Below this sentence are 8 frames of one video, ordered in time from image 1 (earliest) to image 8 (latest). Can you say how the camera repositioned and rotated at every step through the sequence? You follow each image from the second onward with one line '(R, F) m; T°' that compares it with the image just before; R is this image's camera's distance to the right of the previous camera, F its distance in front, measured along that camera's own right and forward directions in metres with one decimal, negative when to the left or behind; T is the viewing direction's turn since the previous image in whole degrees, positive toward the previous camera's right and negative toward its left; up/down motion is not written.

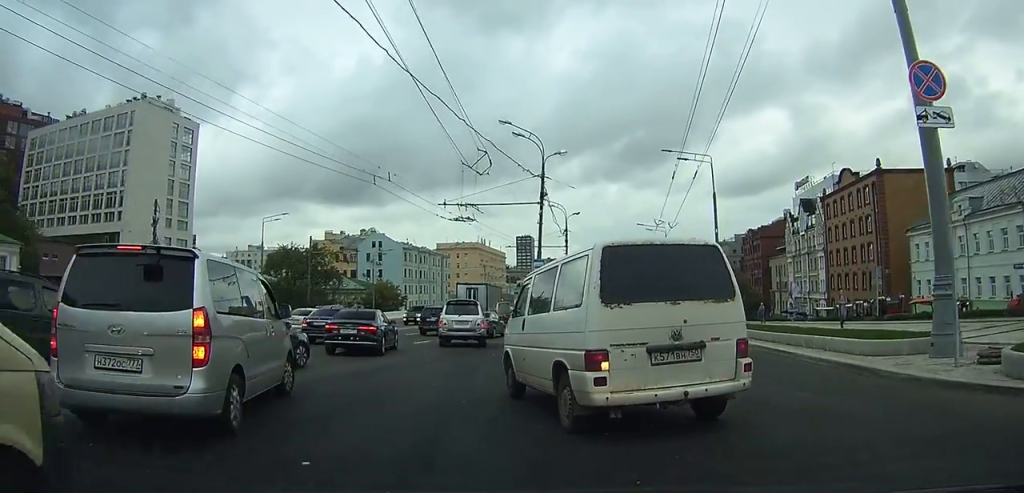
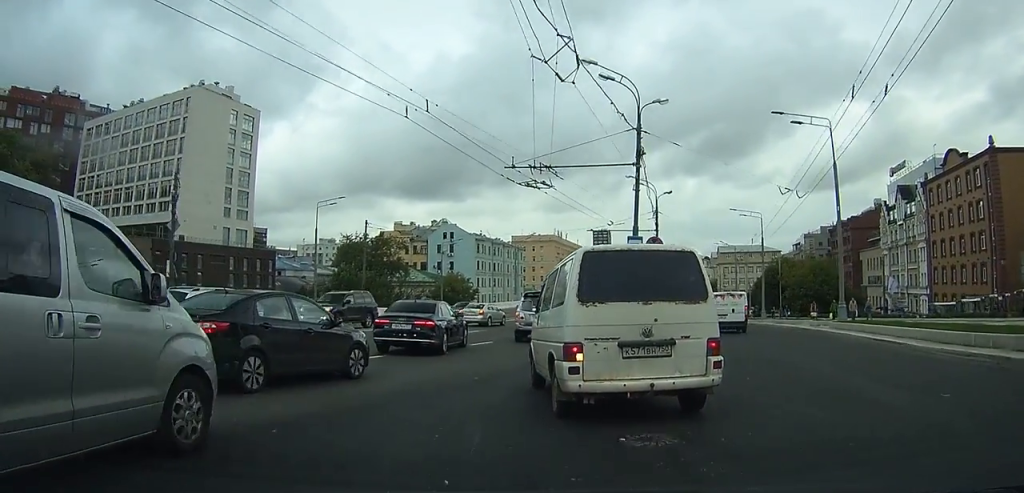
(-0.4, +6.4) m; -4°
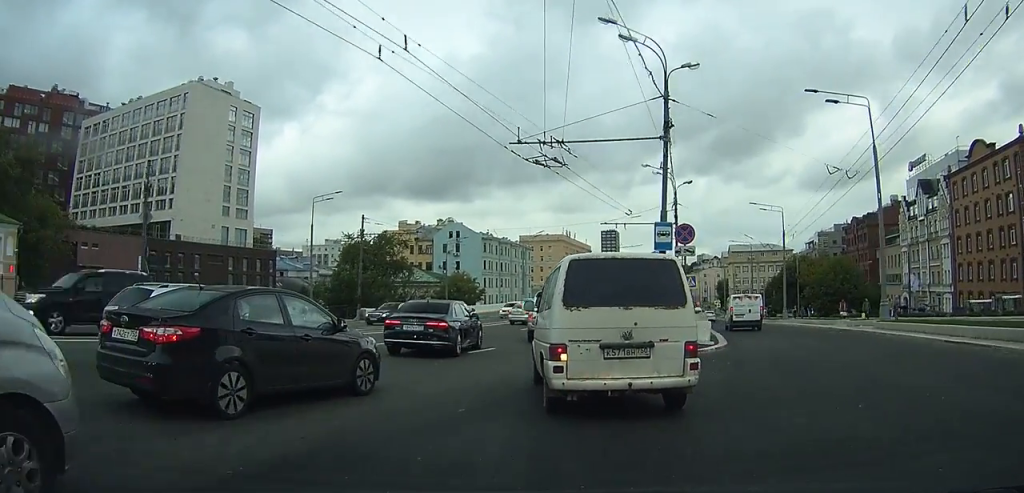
(0.0, +3.4) m; 0°
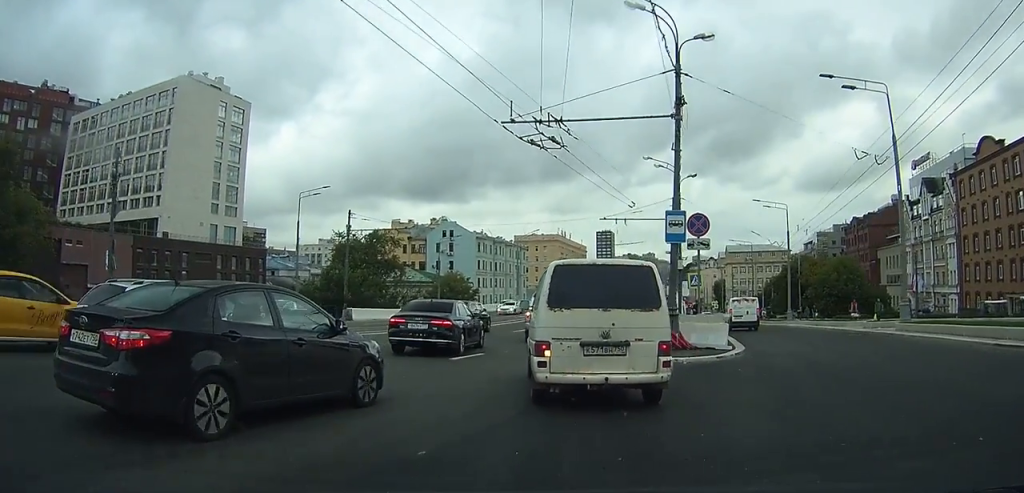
(0.0, +2.3) m; 0°
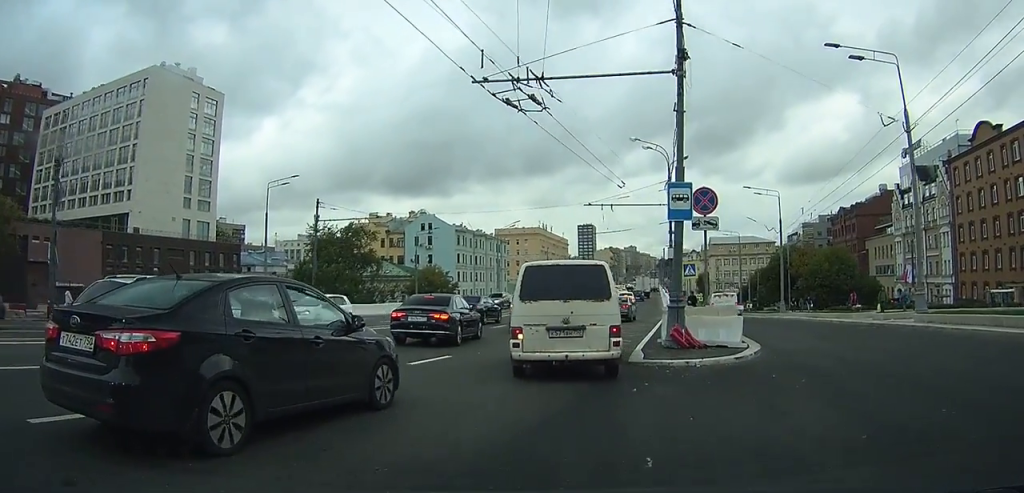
(0.0, +3.3) m; 0°
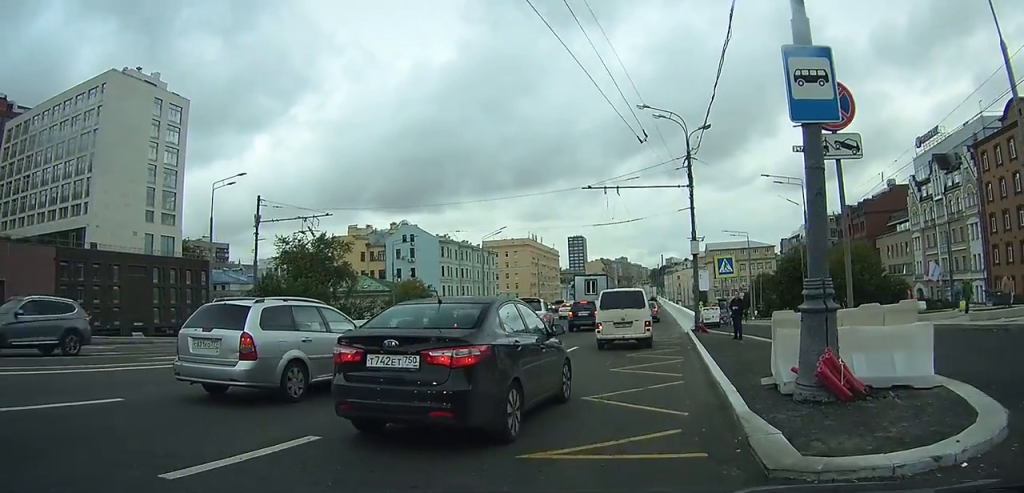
(-0.2, +8.9) m; -1°
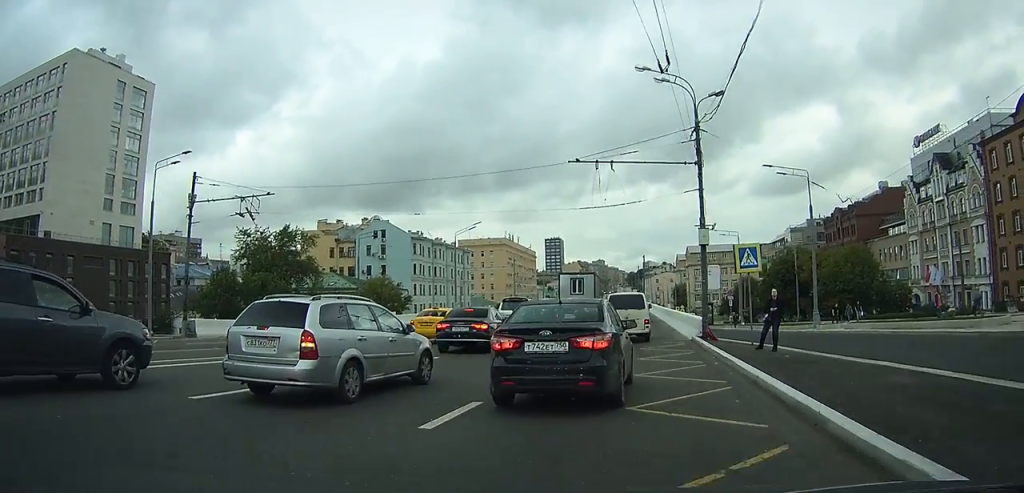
(+0.1, +5.1) m; +6°
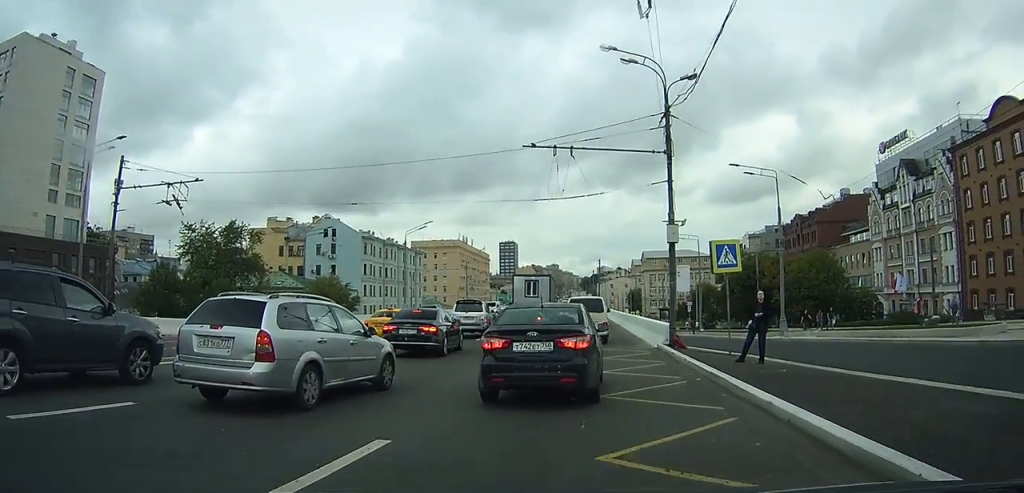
(+0.1, +2.4) m; +3°
